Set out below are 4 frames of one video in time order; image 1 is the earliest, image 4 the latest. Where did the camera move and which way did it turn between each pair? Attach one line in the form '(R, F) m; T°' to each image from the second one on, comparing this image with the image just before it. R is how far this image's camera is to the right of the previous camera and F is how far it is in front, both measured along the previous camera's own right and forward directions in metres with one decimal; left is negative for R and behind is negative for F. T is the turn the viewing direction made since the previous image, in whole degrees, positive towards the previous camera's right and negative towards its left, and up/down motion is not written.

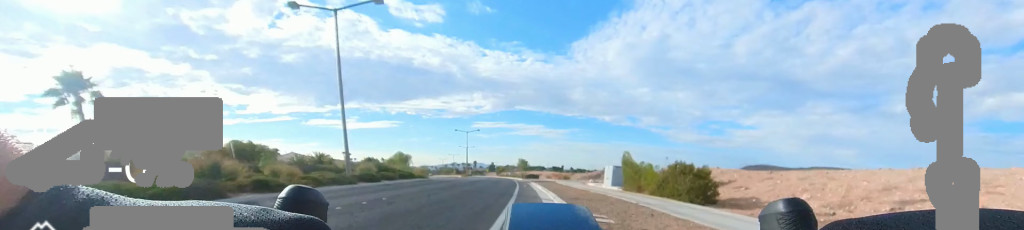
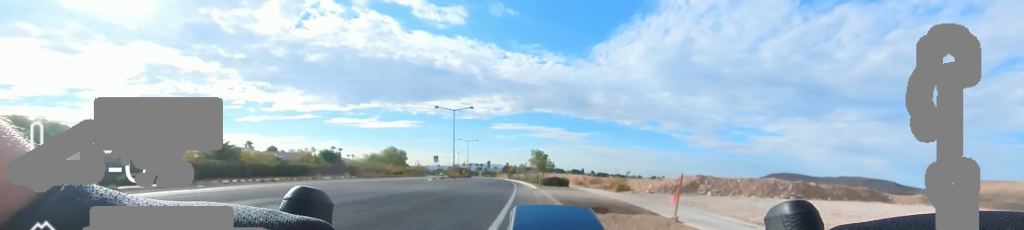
(-2.2, +24.1) m; -6°
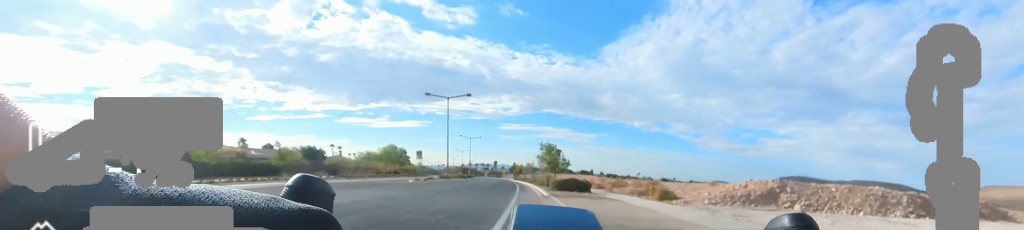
(-0.5, +7.2) m; 0°
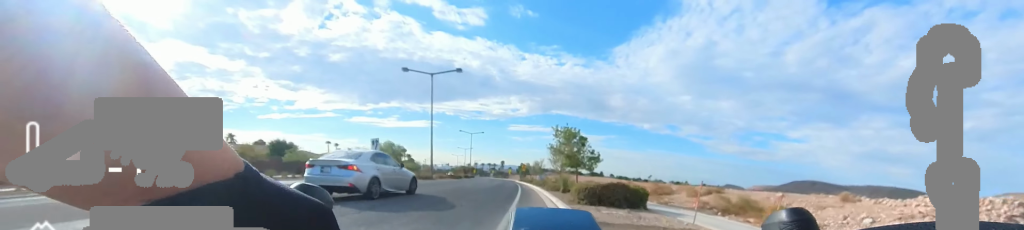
(+0.6, +8.9) m; 0°
